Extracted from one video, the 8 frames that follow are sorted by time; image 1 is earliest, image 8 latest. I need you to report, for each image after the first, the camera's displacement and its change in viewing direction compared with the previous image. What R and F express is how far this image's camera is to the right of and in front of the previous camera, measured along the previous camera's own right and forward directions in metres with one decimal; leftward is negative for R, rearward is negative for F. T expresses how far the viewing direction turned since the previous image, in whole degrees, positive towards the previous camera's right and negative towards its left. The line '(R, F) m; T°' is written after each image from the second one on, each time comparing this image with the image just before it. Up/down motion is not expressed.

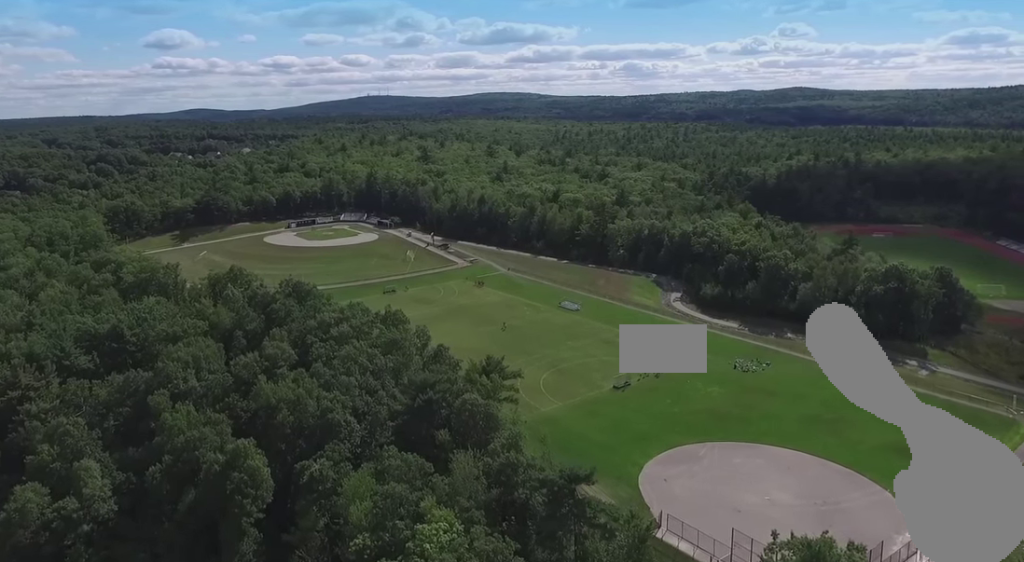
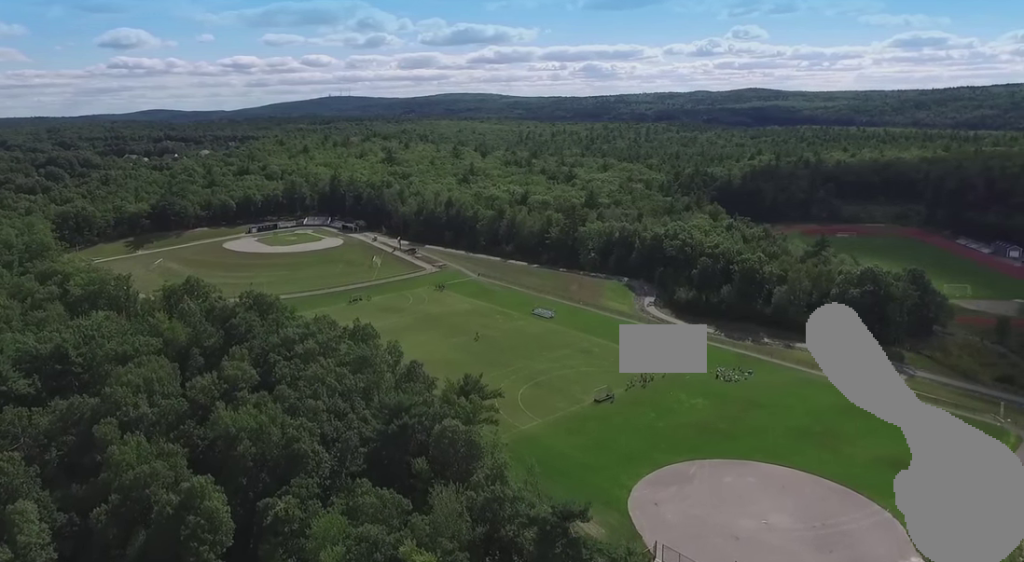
(+0.2, +8.8) m; +3°
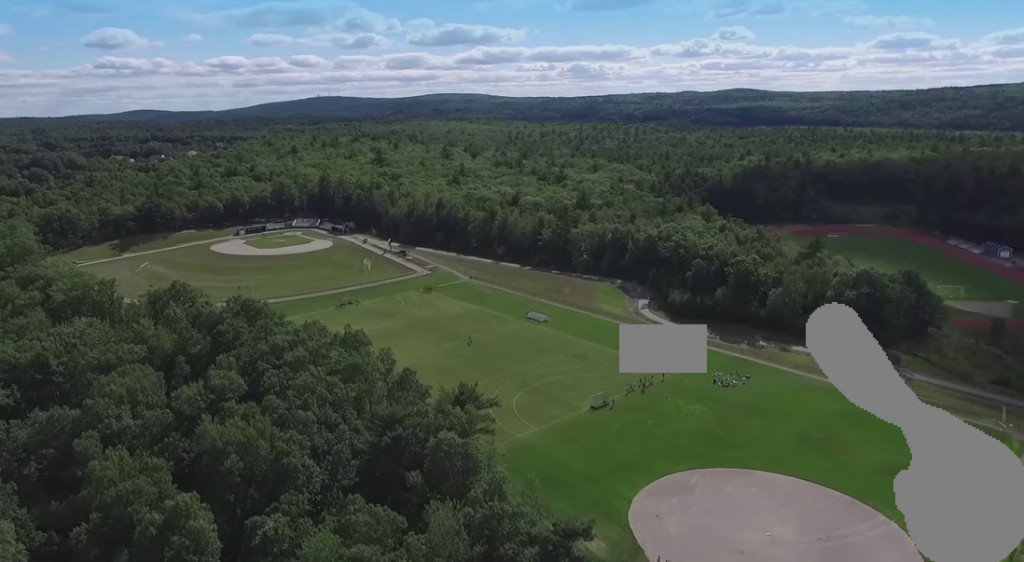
(0.0, +3.5) m; +2°
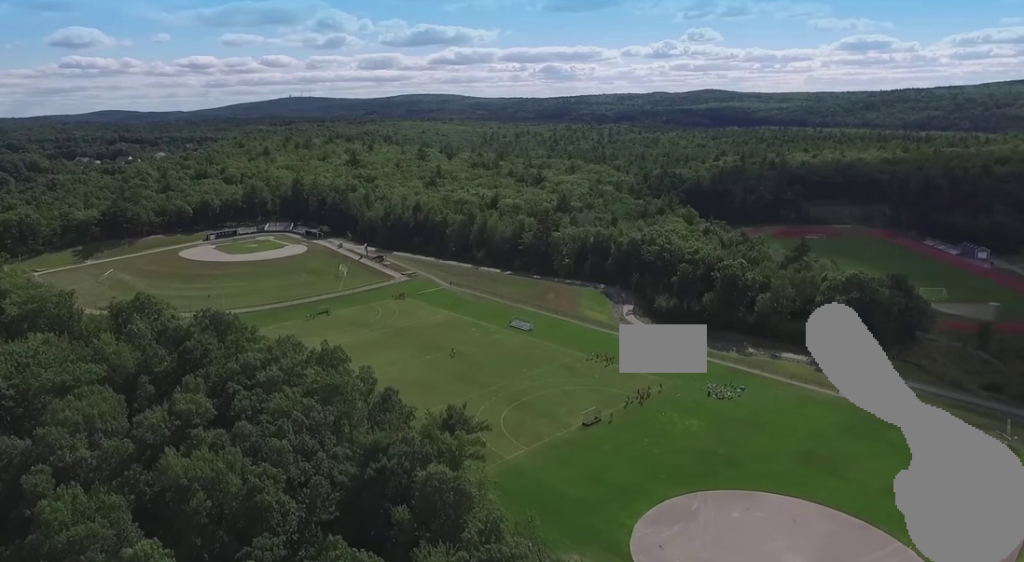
(+0.4, +8.2) m; +7°
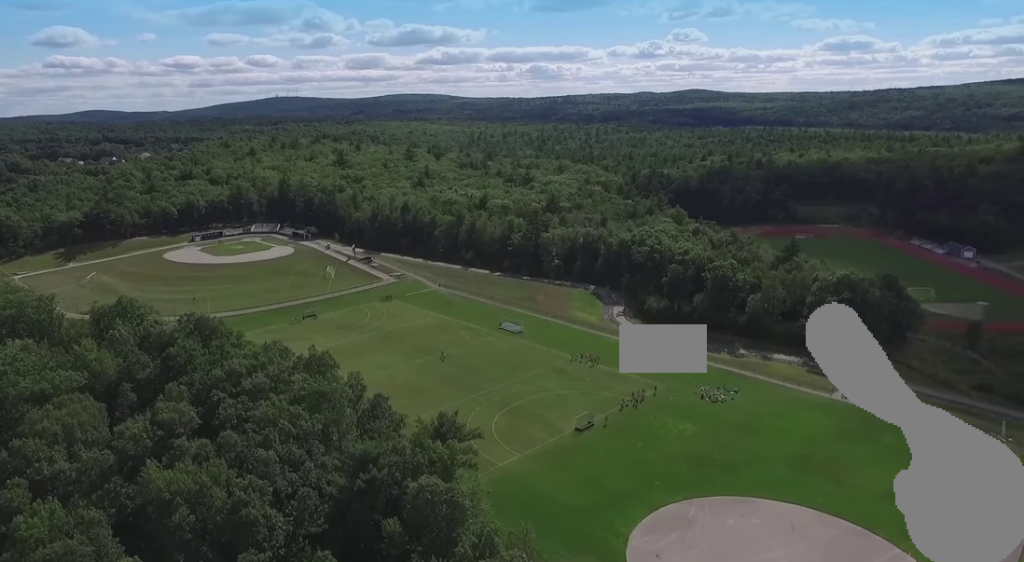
(0.0, +2.7) m; +2°
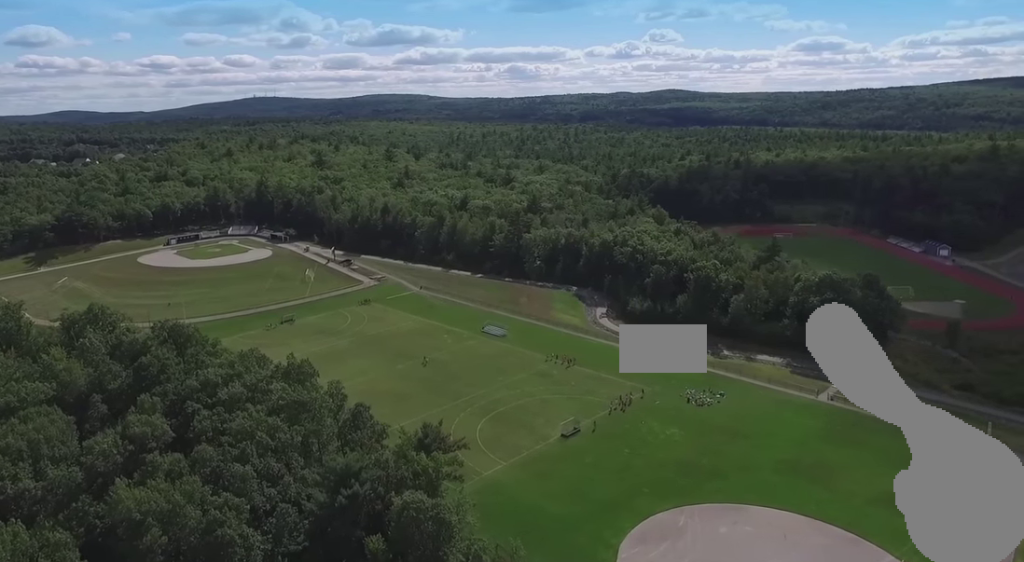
(+0.2, +3.7) m; +3°
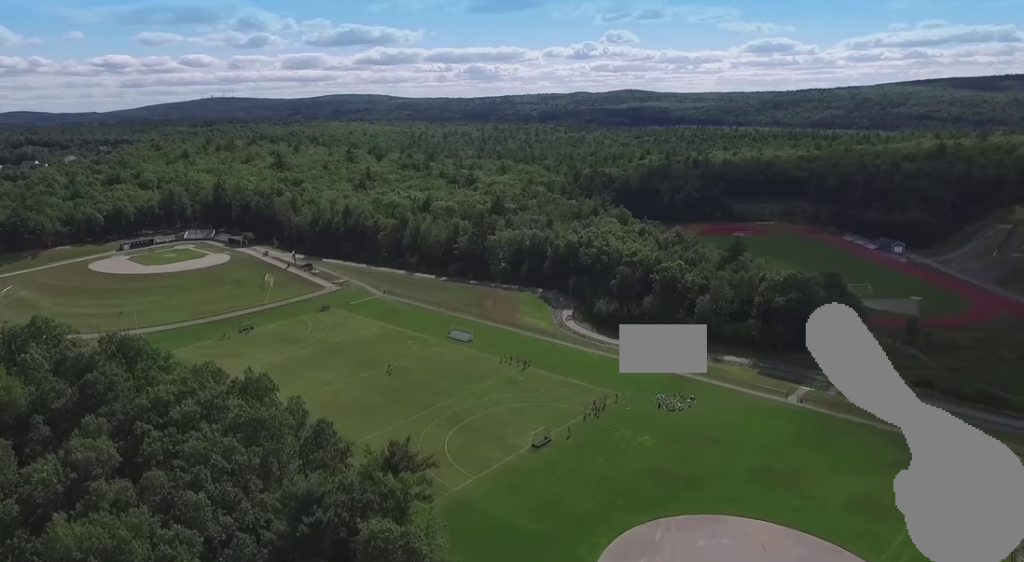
(+0.2, +5.2) m; +3°
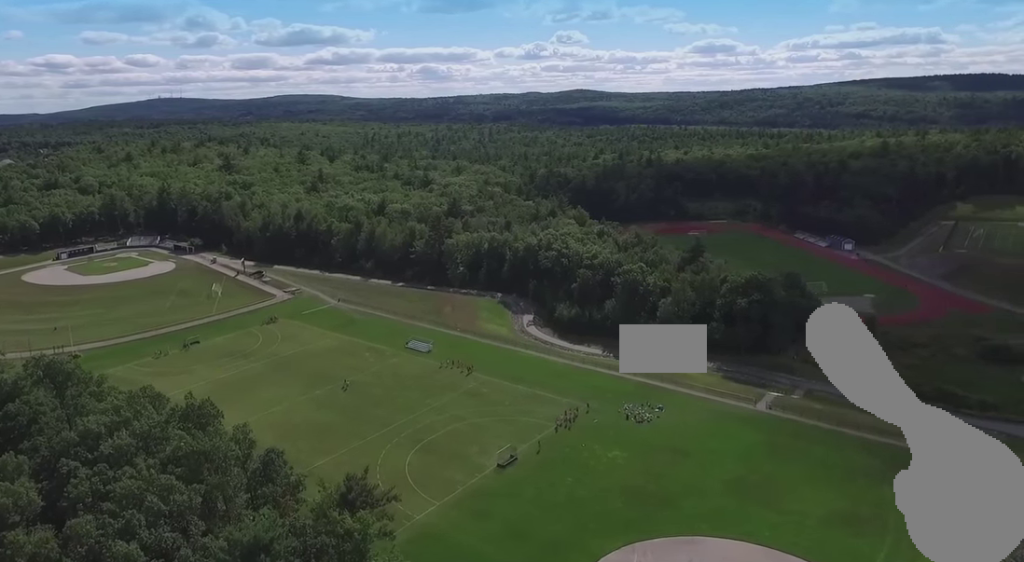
(+0.1, +7.6) m; +1°
